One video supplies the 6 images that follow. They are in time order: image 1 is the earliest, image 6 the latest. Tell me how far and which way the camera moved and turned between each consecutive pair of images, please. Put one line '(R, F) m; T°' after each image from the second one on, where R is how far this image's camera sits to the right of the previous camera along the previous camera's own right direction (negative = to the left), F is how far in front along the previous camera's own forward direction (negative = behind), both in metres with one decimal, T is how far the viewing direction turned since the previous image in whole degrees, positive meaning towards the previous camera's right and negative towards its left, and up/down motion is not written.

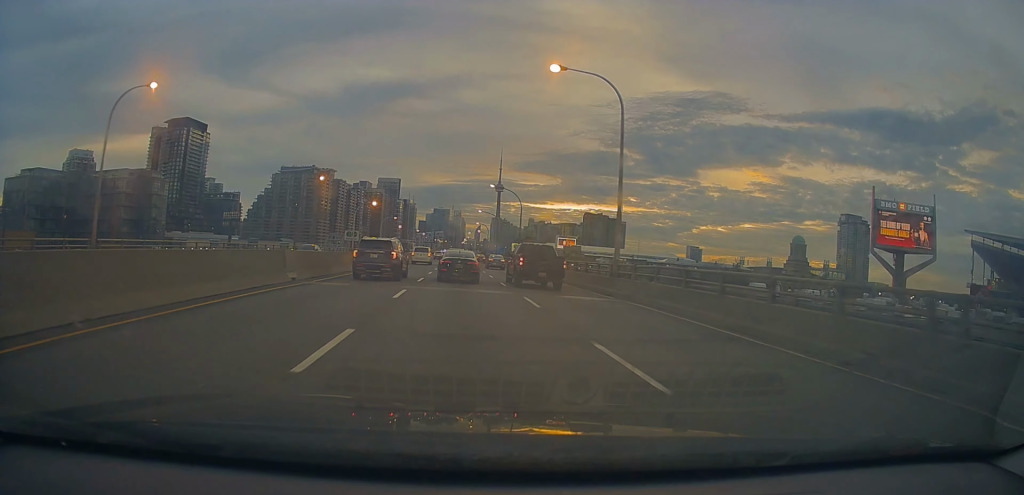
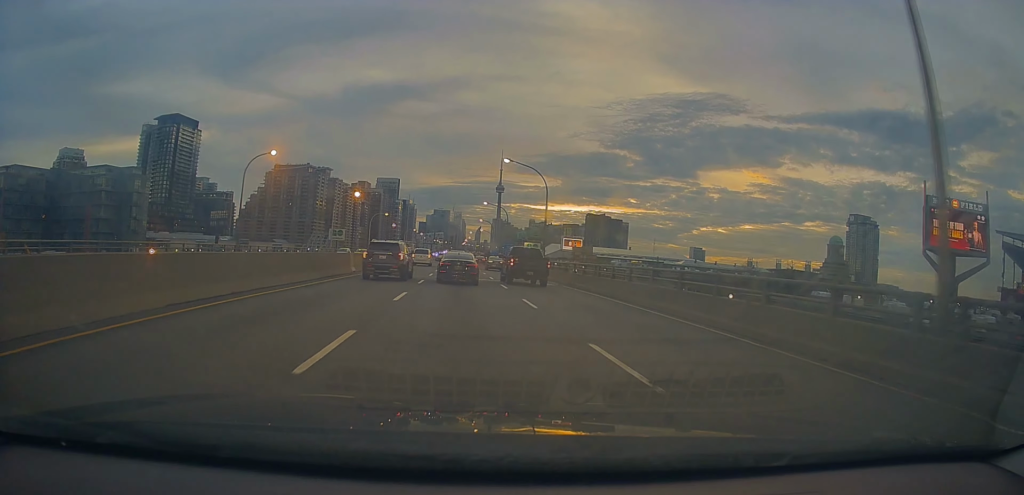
(-0.4, +18.0) m; -2°
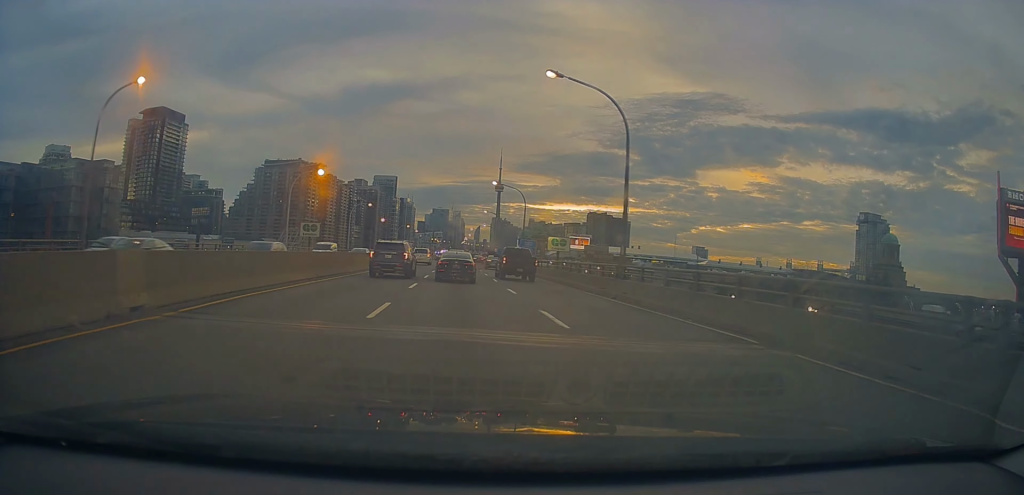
(0.0, +22.4) m; +2°
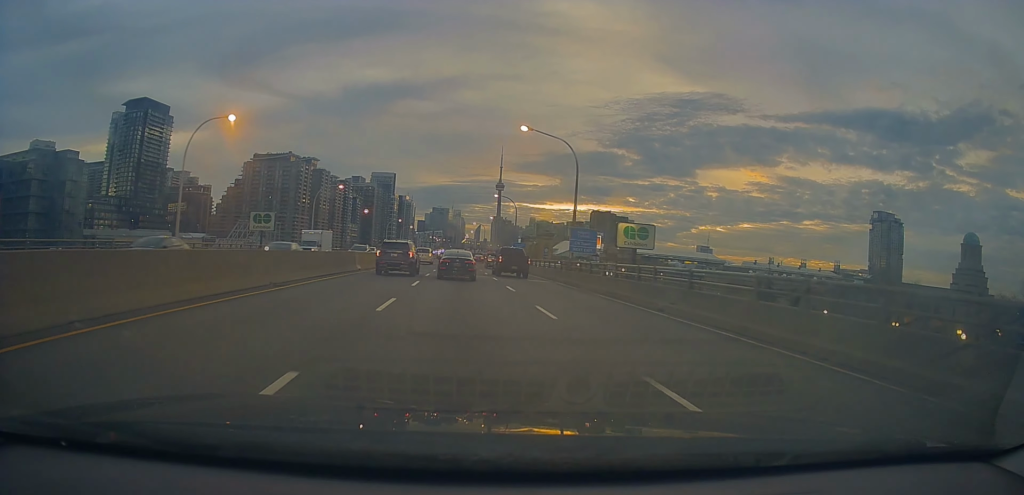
(+0.5, +26.1) m; 0°
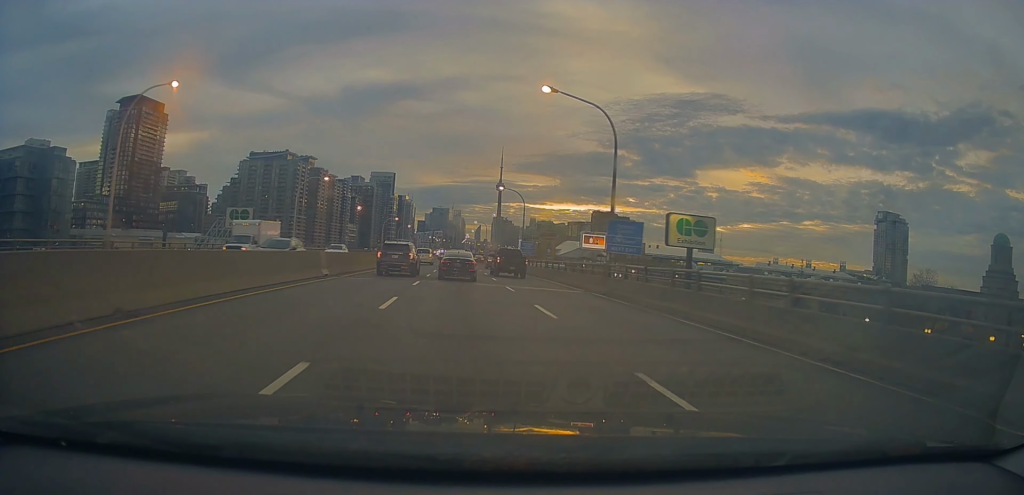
(-0.2, +8.5) m; -1°
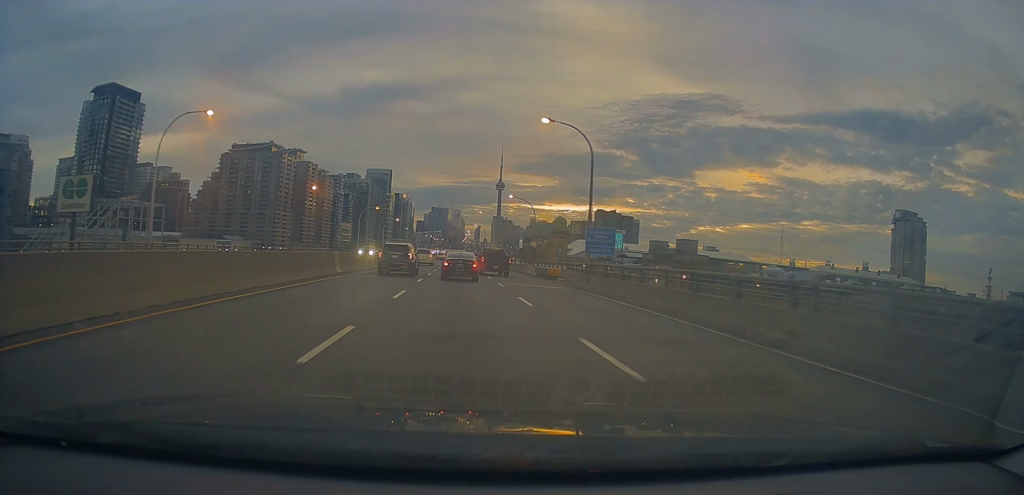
(+0.7, +32.9) m; +1°
